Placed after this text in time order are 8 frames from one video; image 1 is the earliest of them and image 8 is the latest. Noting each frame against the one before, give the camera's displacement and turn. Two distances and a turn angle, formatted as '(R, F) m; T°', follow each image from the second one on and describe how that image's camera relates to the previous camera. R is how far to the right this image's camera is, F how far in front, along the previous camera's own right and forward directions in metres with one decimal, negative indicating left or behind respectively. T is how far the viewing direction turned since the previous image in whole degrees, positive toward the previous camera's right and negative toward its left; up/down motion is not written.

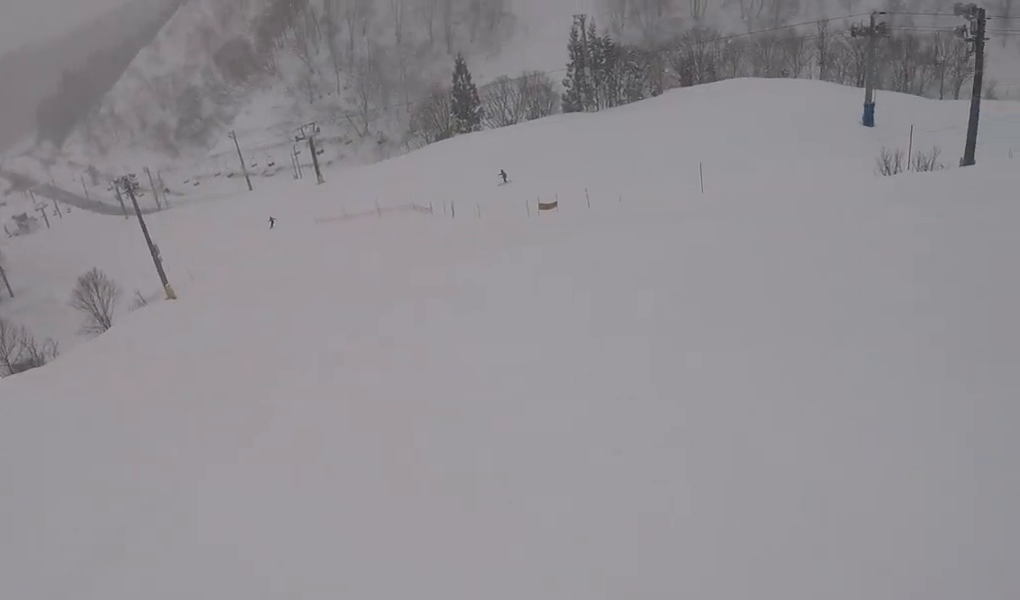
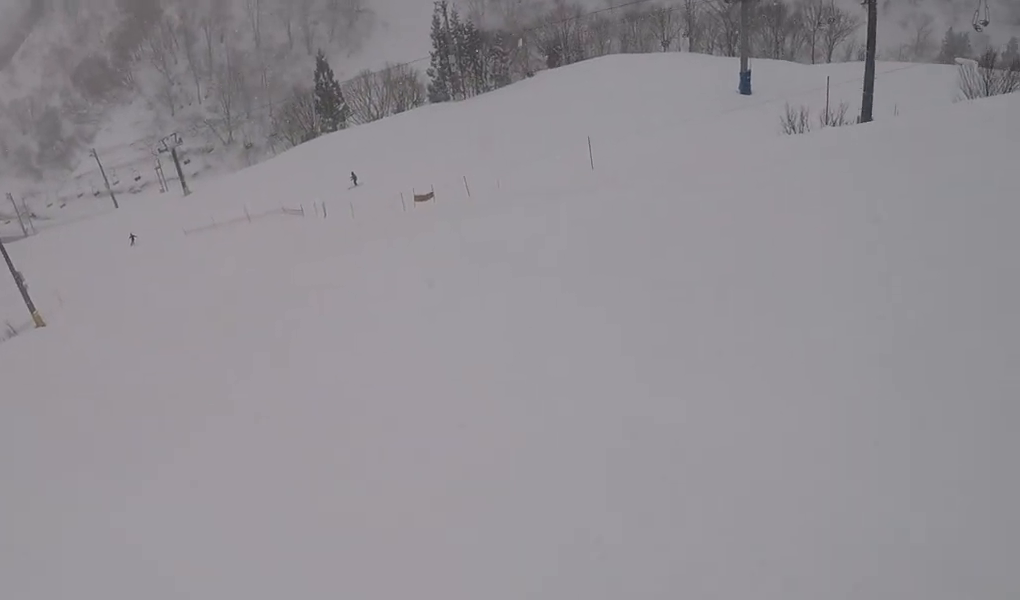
(-0.2, +1.6) m; +16°
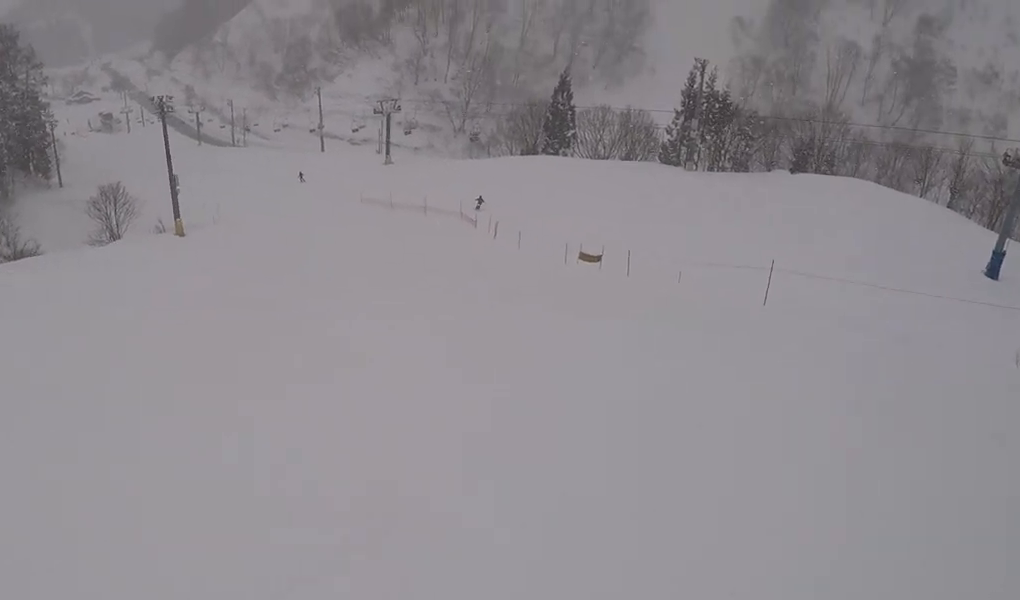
(+2.1, +5.5) m; -10°
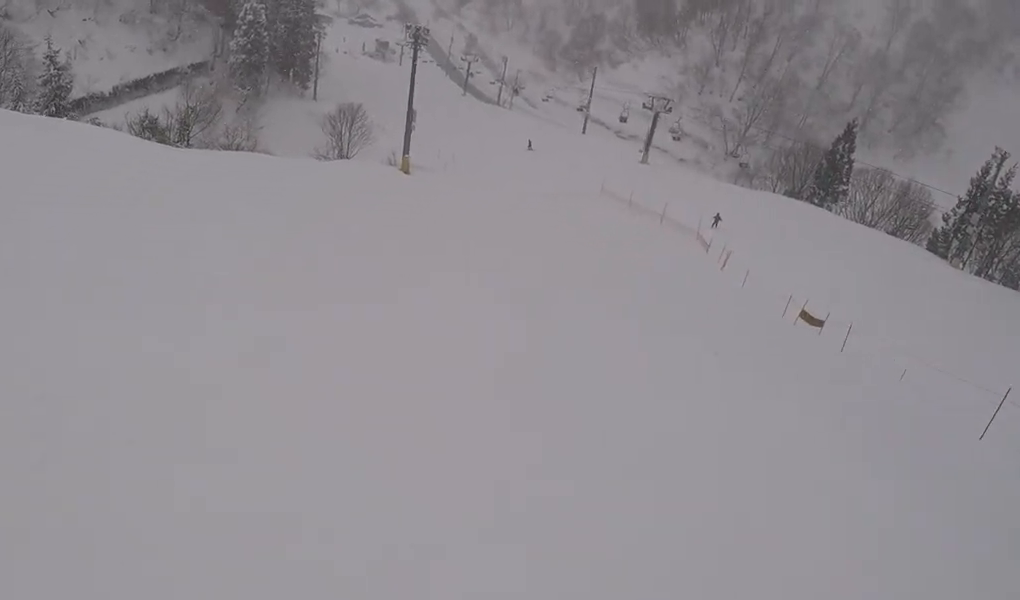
(-0.7, +2.7) m; -29°
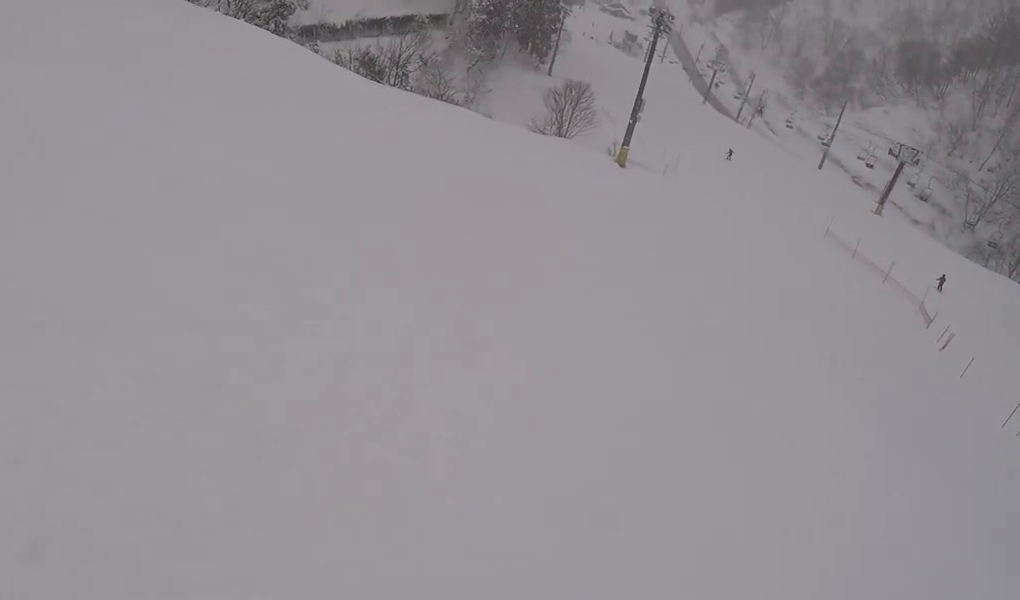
(-0.8, +3.1) m; -28°
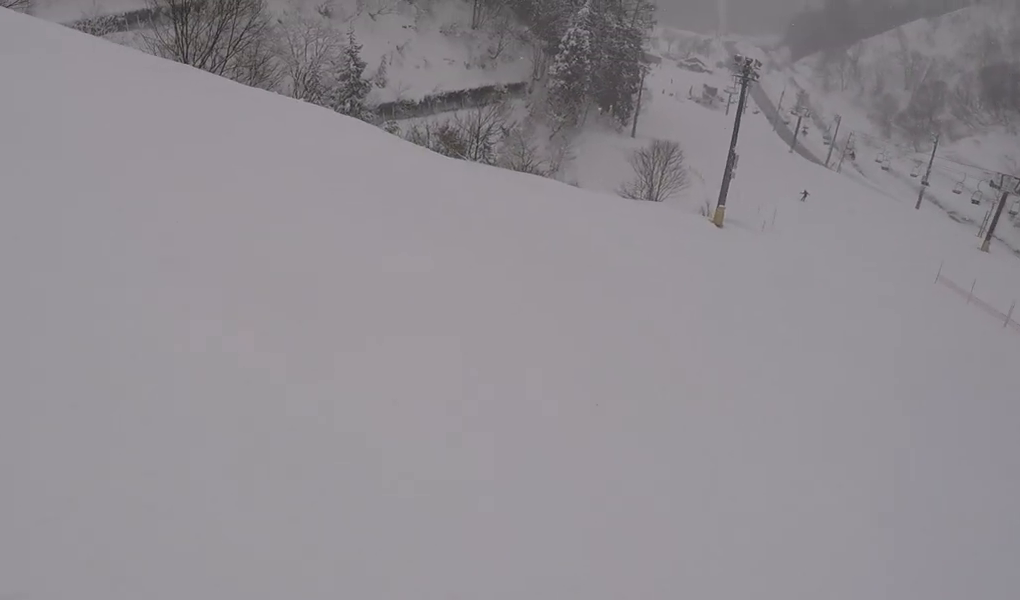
(-0.7, +2.3) m; -1°
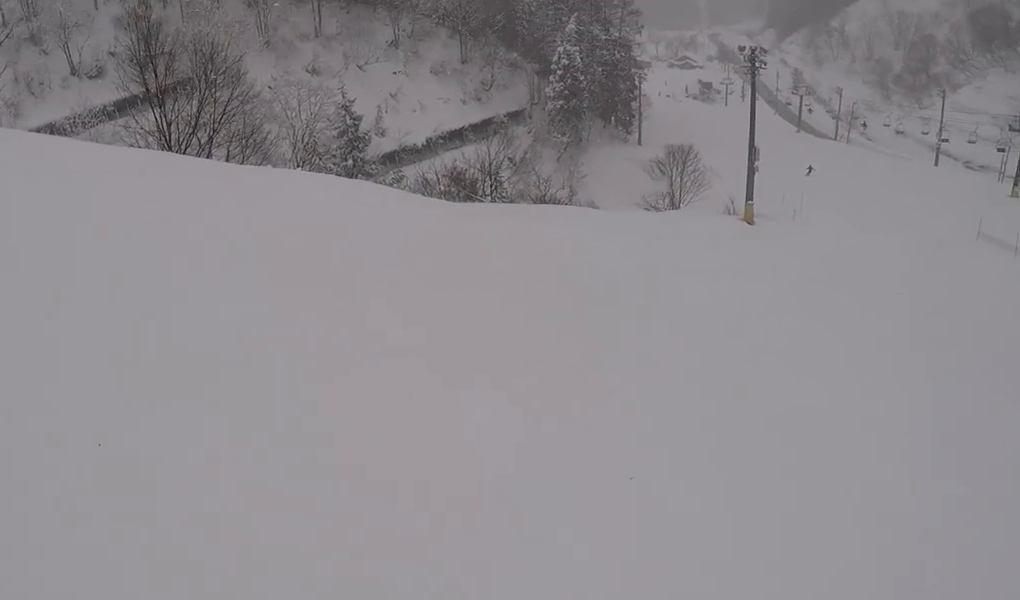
(-0.2, +2.5) m; +5°
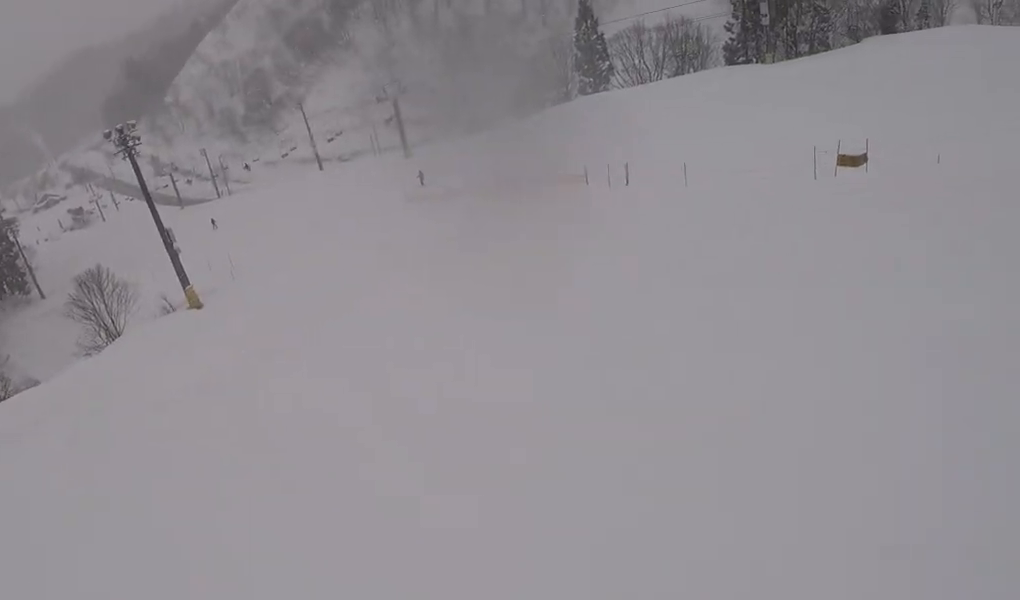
(+2.2, +5.9) m; +39°
